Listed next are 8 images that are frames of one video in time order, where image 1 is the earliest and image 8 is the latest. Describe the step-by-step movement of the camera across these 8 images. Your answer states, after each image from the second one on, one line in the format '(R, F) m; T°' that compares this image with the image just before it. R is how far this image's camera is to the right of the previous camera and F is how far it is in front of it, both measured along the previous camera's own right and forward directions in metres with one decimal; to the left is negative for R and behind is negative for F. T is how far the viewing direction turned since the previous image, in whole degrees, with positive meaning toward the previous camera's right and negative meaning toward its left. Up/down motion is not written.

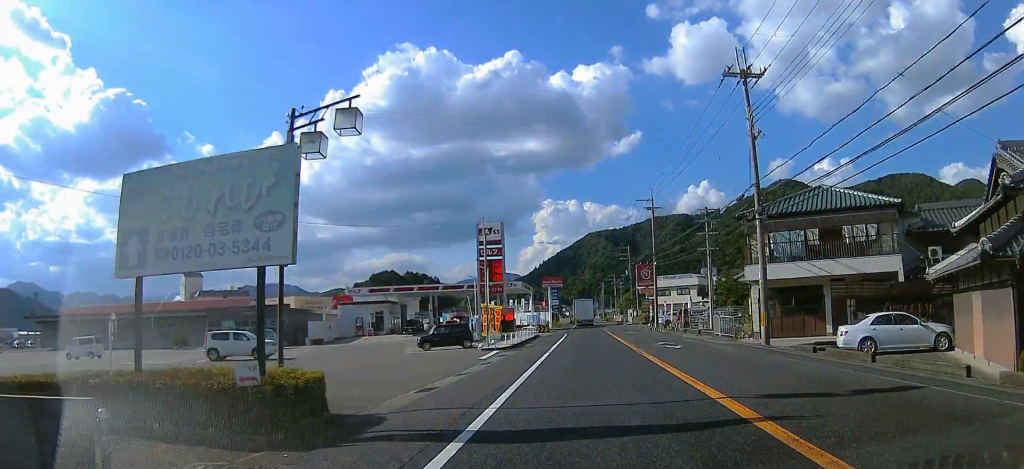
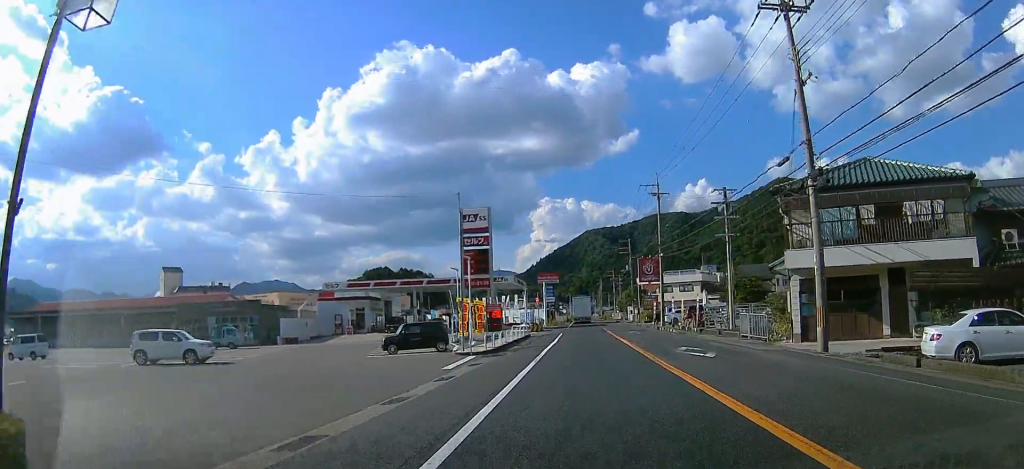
(+0.1, +5.8) m; +1°
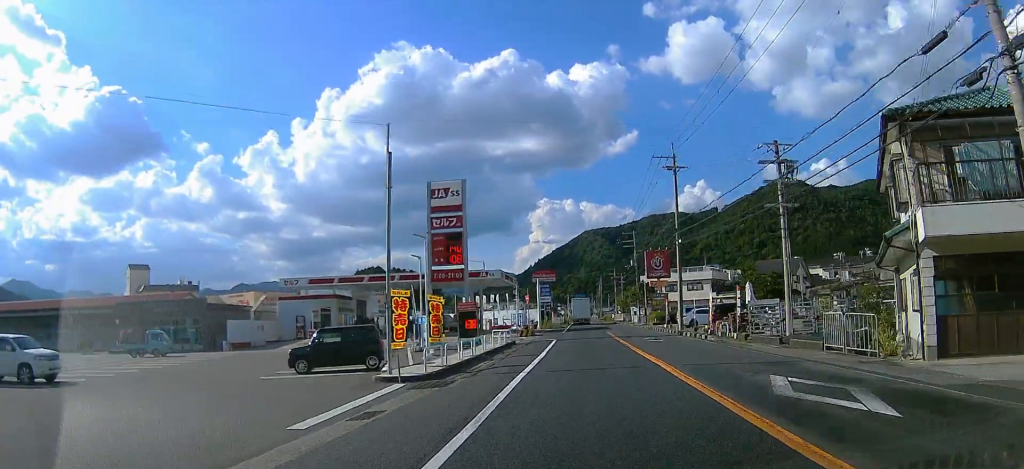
(0.0, +9.4) m; 0°
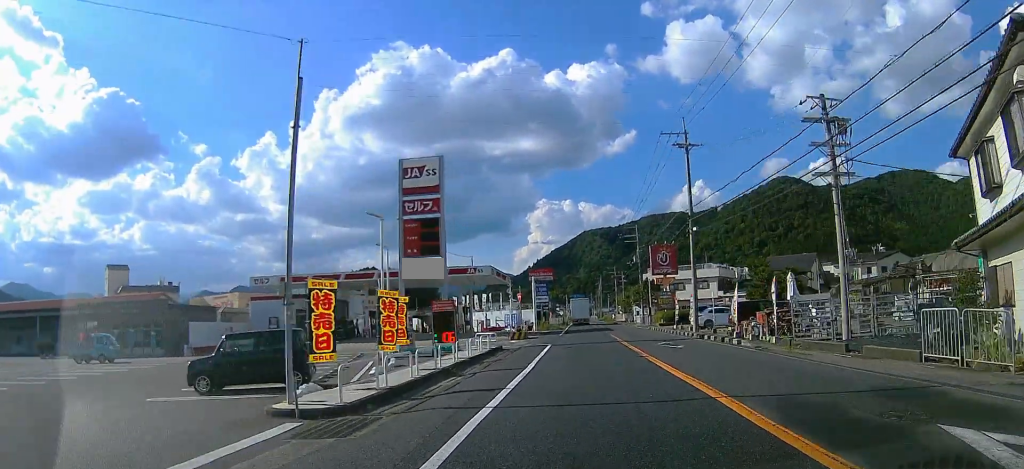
(+0.1, +5.4) m; -1°
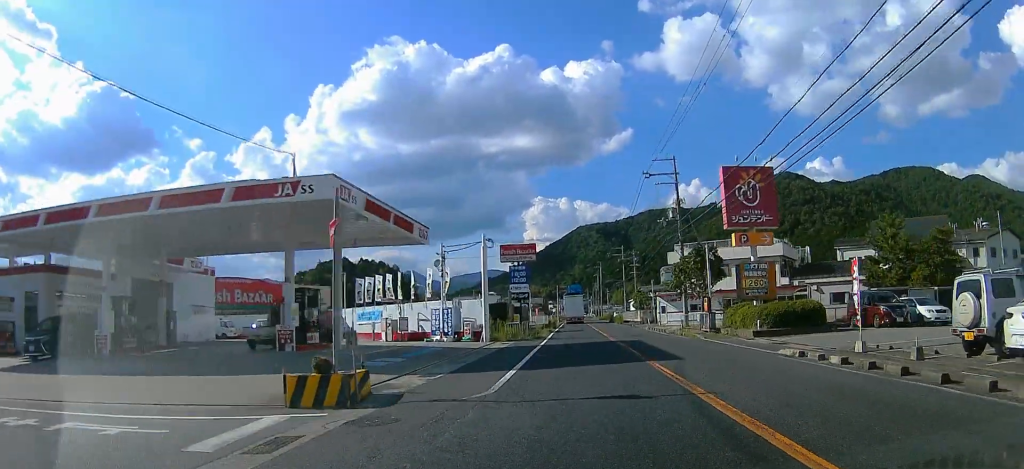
(-0.8, +32.2) m; -1°
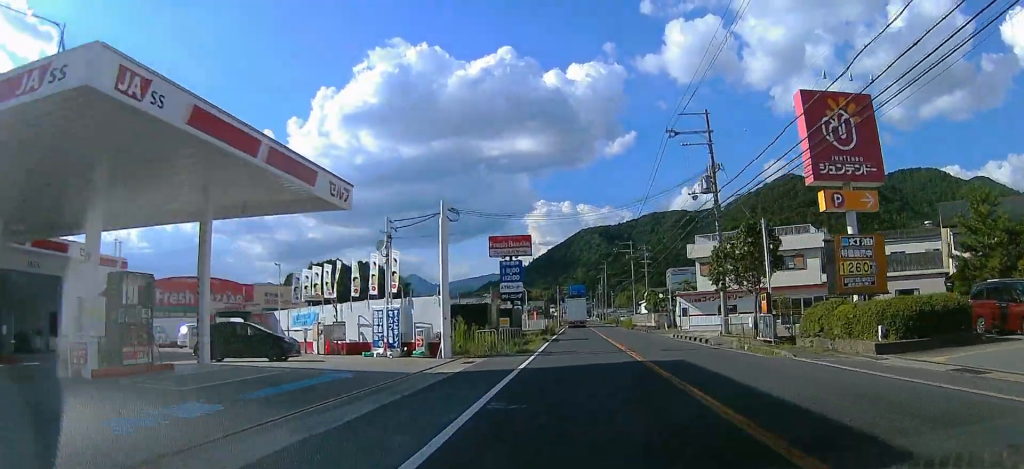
(+0.1, +11.2) m; +1°
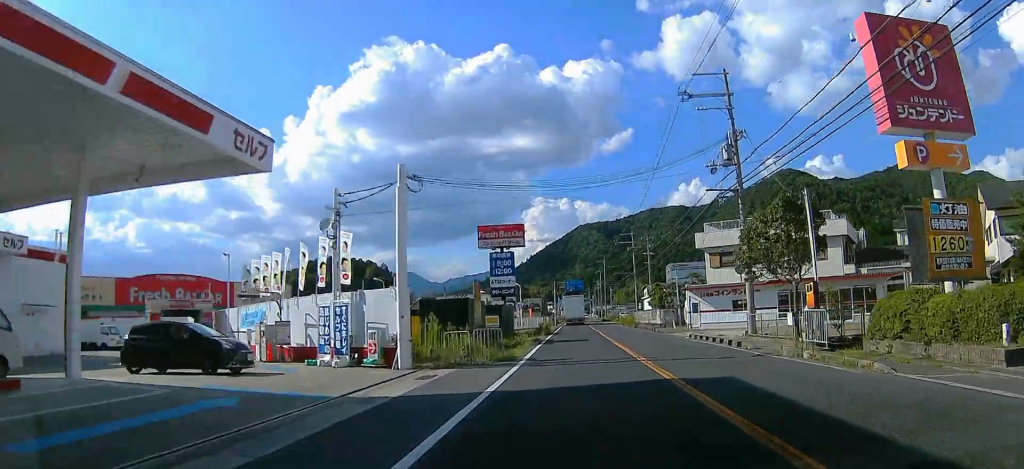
(+0.1, +5.5) m; 0°
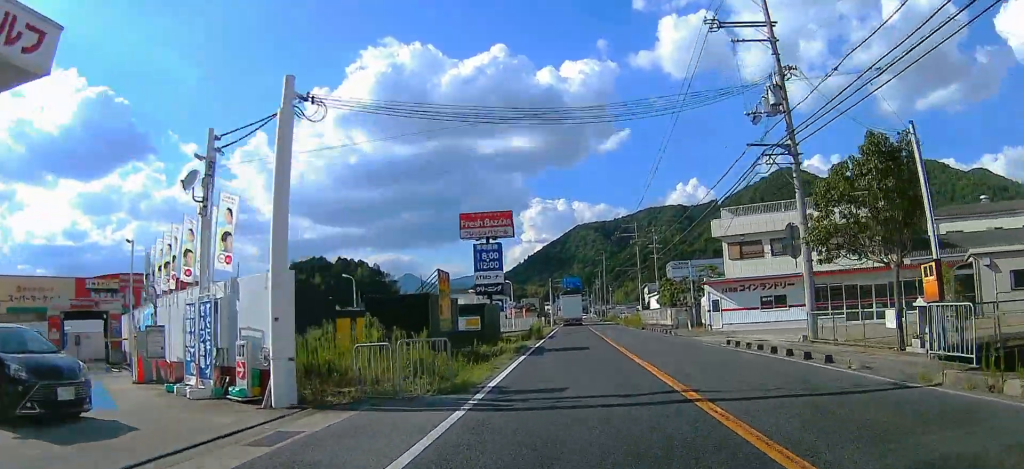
(0.0, +7.7) m; 0°
